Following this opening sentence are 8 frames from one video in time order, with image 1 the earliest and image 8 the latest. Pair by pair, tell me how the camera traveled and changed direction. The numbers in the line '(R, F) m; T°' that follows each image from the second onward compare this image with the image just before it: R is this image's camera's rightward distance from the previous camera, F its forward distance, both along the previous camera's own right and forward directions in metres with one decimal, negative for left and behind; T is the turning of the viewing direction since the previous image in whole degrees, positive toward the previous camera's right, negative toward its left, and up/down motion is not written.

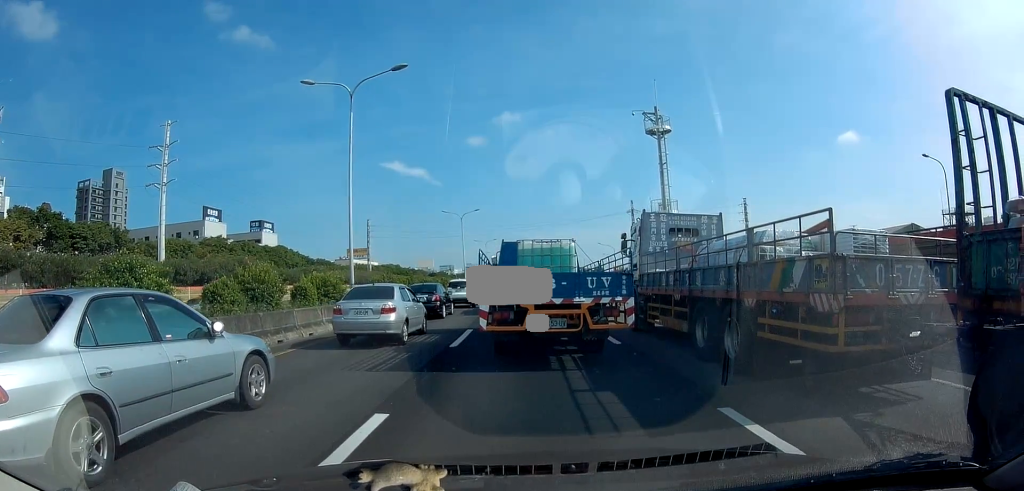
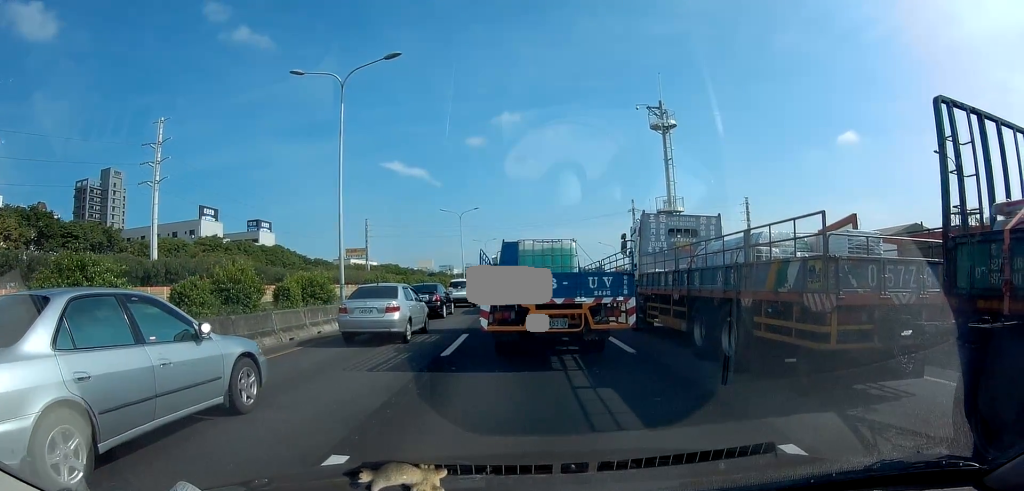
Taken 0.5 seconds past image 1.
(0.0, +1.4) m; 0°
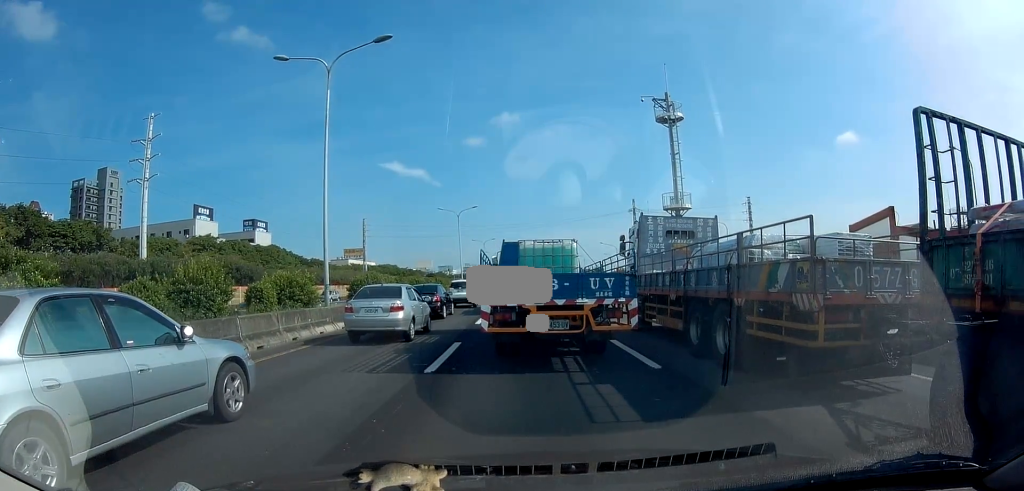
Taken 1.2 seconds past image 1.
(0.0, +1.8) m; 0°
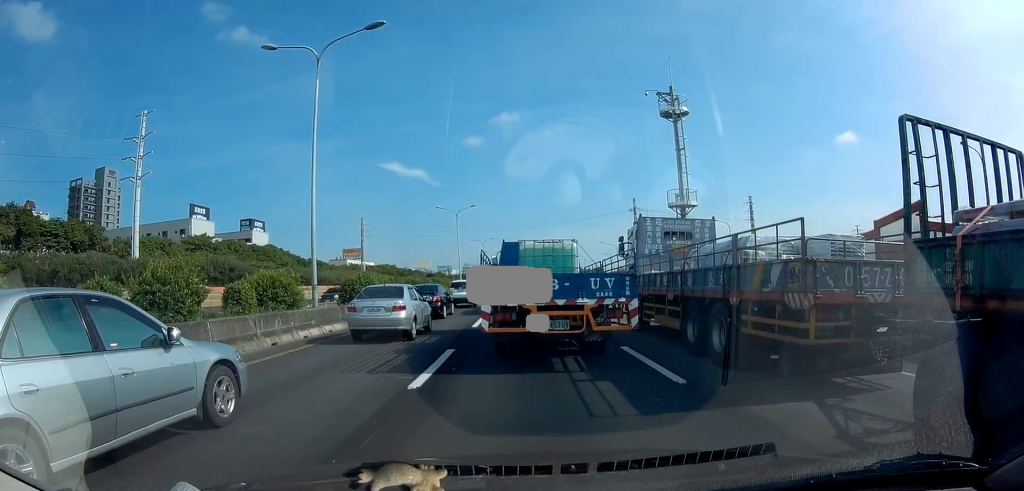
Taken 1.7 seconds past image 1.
(0.0, +1.3) m; 0°
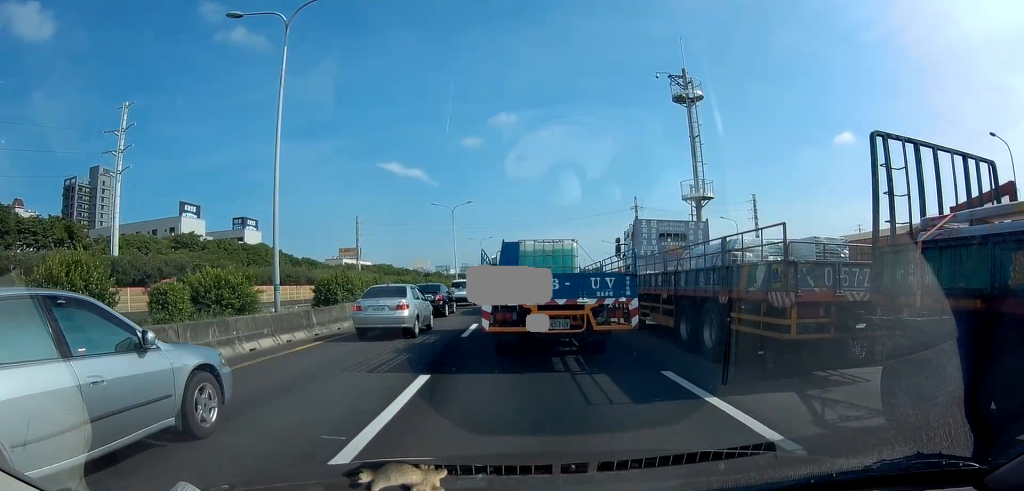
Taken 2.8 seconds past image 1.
(0.0, +3.1) m; 0°
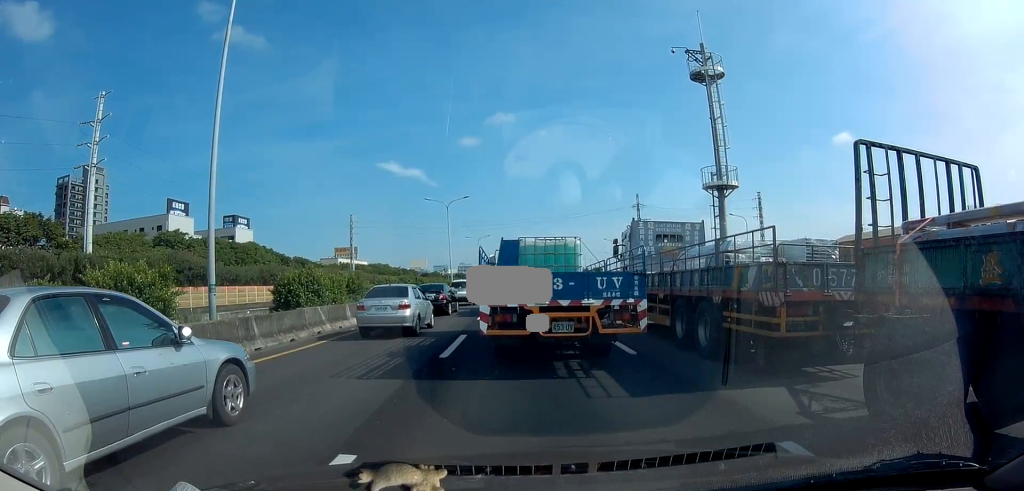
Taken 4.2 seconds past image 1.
(0.0, +3.8) m; 0°
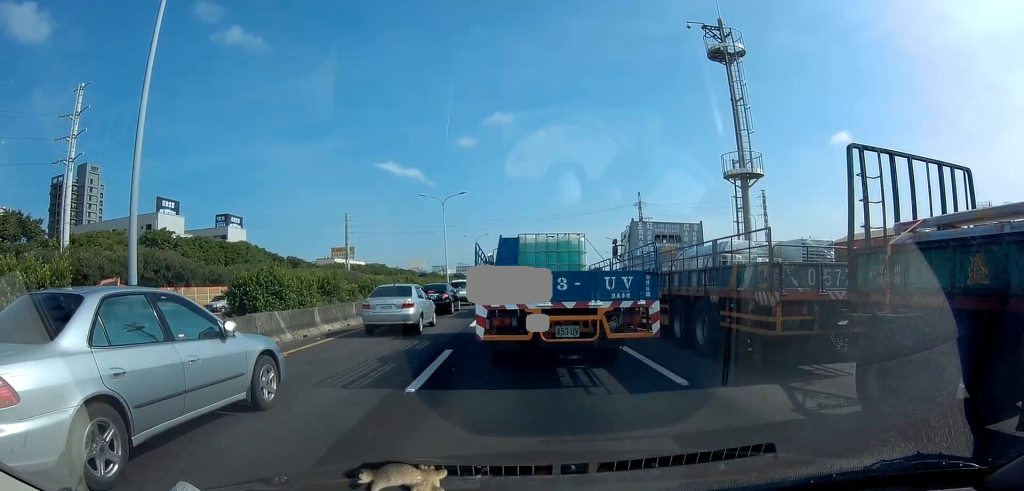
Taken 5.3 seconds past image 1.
(0.0, +3.0) m; 0°
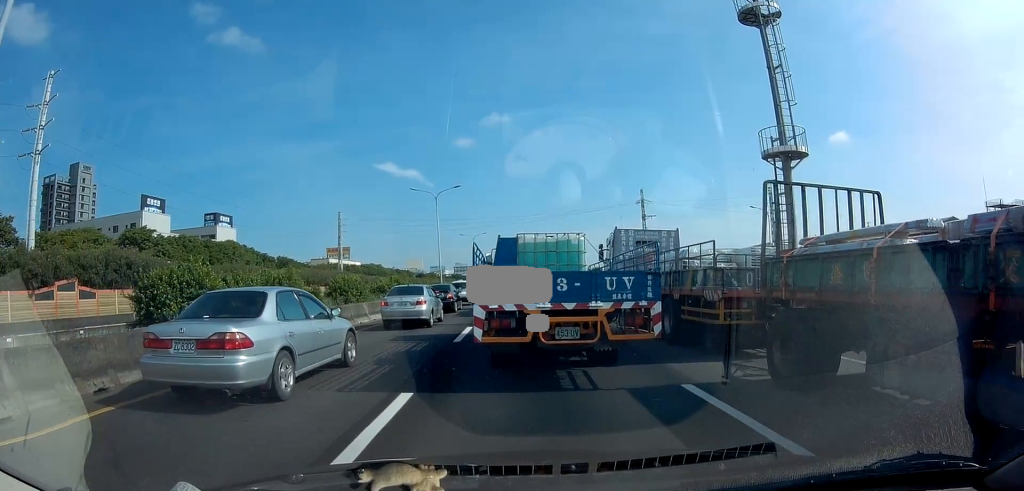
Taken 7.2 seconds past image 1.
(0.0, +4.5) m; 0°
